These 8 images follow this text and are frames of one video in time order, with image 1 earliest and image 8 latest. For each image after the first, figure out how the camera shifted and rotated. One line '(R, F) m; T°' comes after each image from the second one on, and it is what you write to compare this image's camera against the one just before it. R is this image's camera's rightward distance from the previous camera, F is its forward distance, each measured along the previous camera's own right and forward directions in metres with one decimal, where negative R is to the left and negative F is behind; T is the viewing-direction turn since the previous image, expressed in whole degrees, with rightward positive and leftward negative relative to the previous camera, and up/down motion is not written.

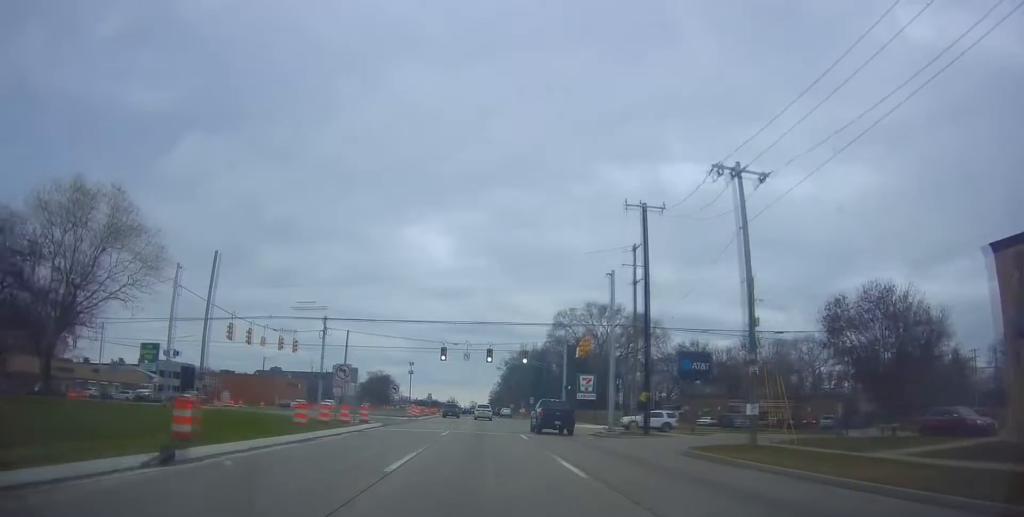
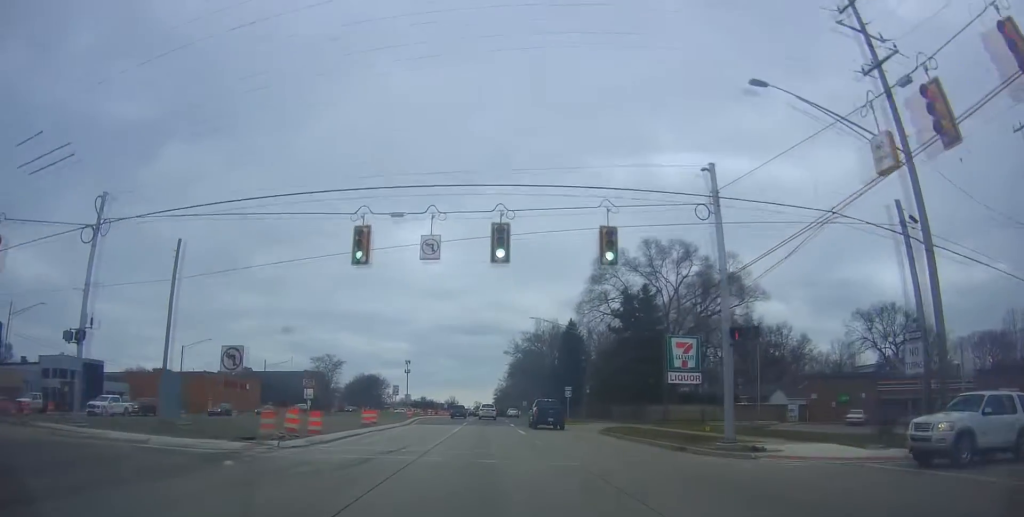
(+0.4, +37.9) m; -2°
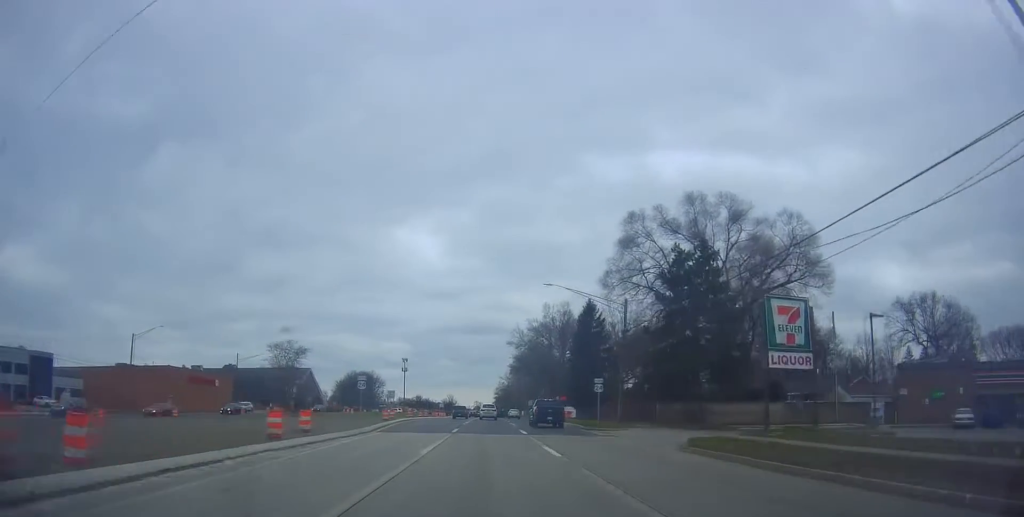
(-0.6, +15.1) m; 0°
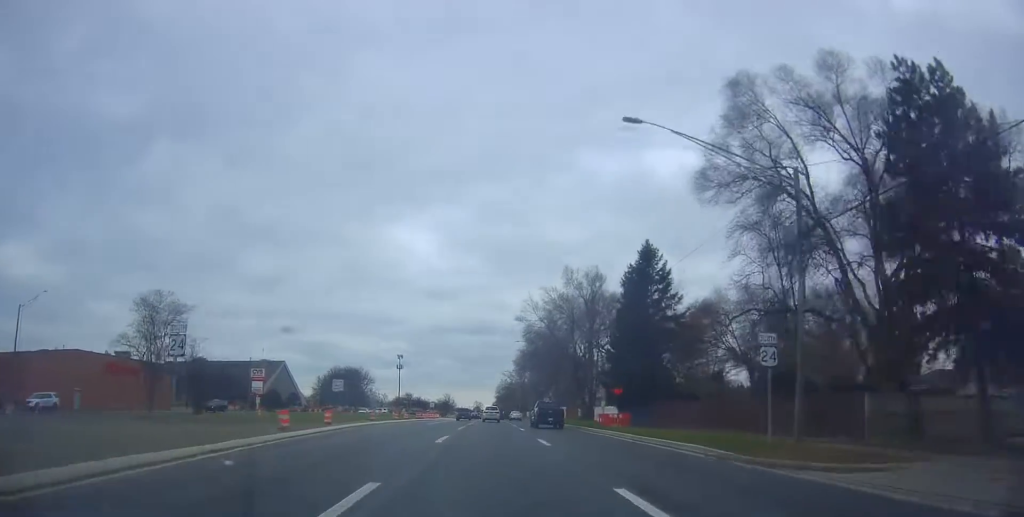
(+0.6, +25.0) m; +1°
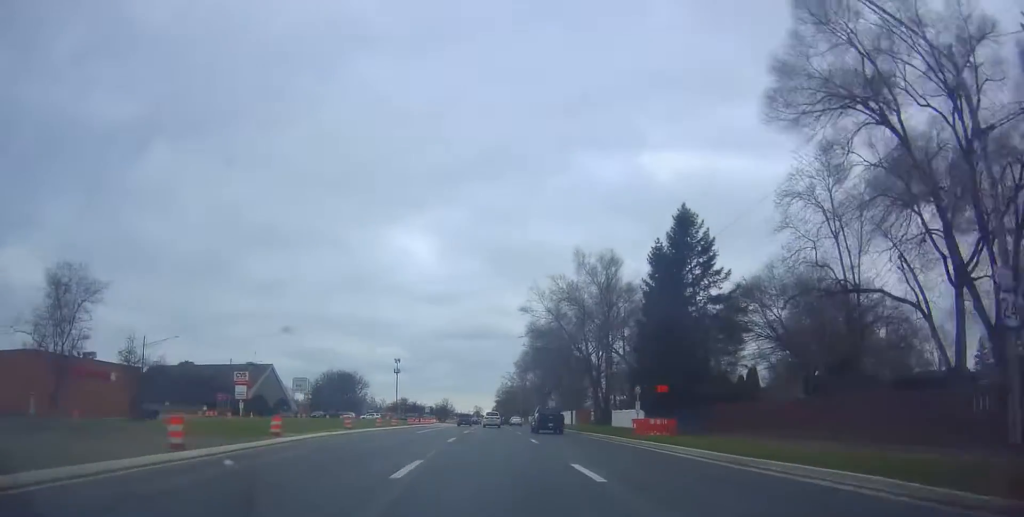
(-0.2, +9.2) m; 0°
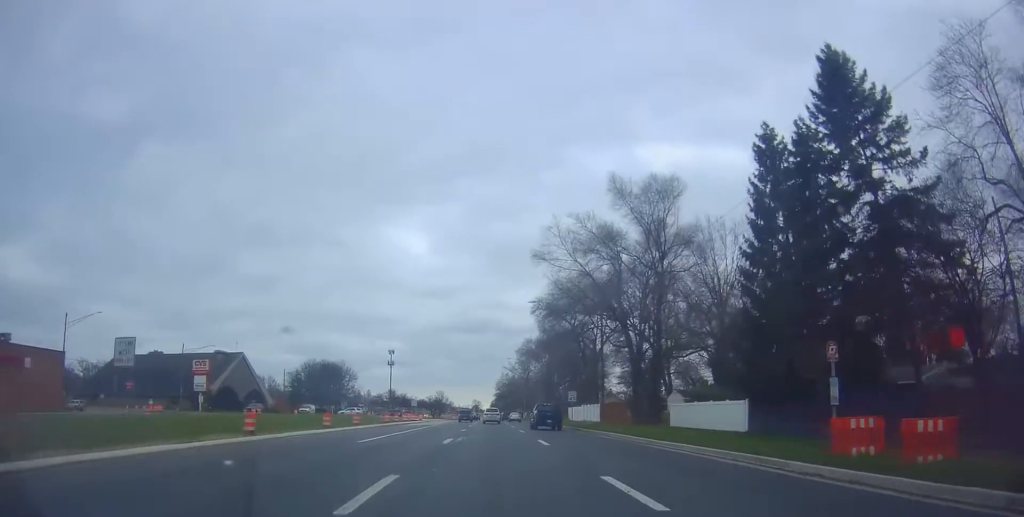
(+0.1, +18.6) m; +1°
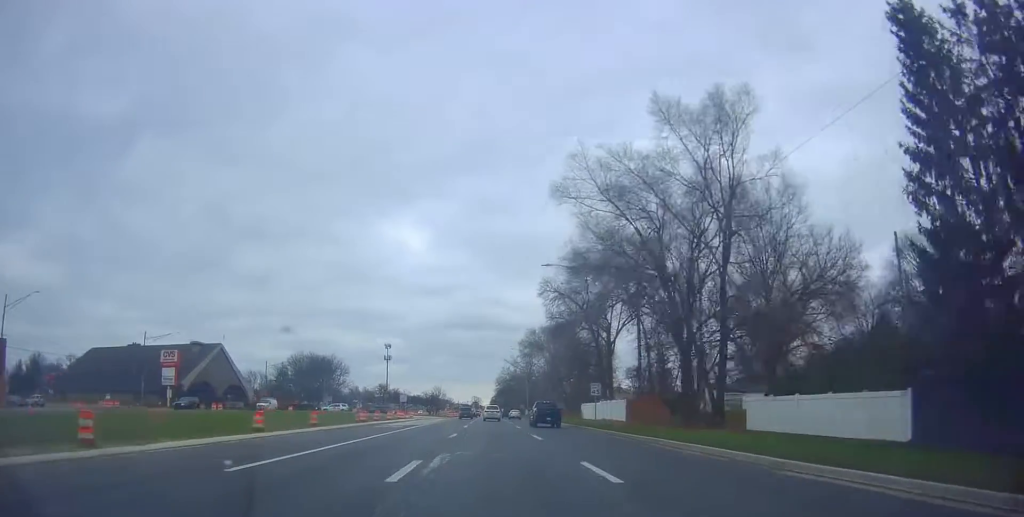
(+0.1, +11.9) m; 0°
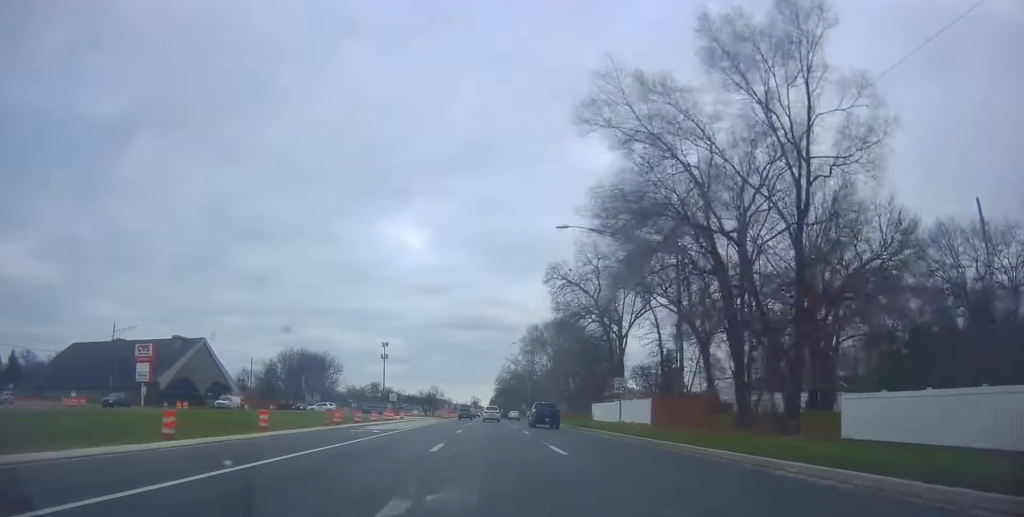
(0.0, +8.1) m; 0°
